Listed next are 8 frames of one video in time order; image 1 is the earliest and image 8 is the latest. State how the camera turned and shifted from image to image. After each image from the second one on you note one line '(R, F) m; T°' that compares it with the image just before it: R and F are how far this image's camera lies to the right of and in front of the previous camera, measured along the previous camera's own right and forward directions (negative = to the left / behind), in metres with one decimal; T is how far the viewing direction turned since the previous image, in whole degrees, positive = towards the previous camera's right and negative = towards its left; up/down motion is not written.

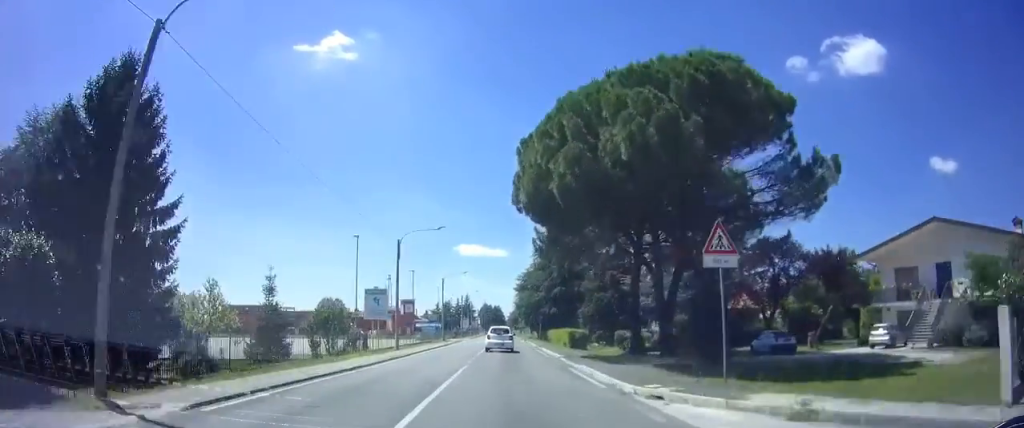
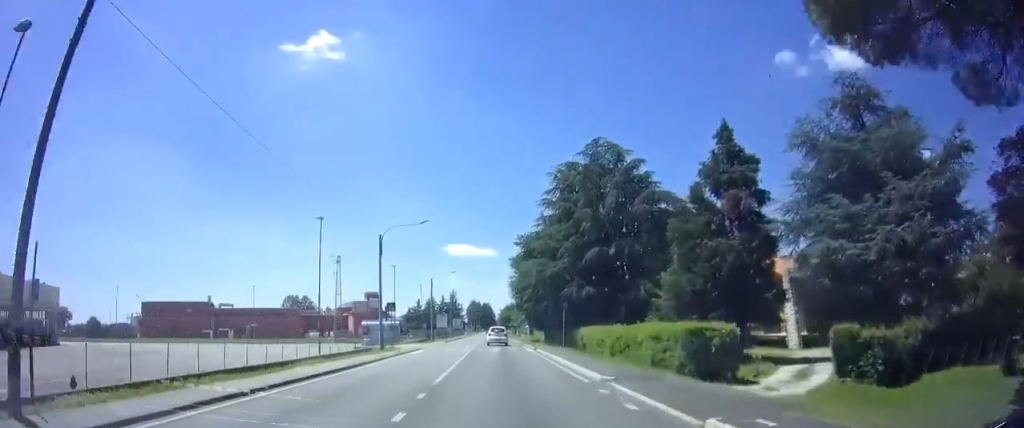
(+0.6, +29.7) m; +1°
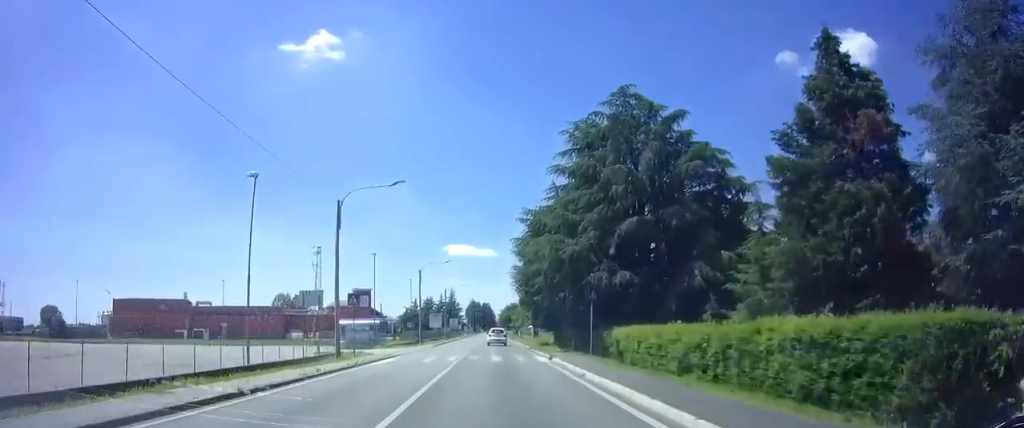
(-0.1, +9.3) m; 0°
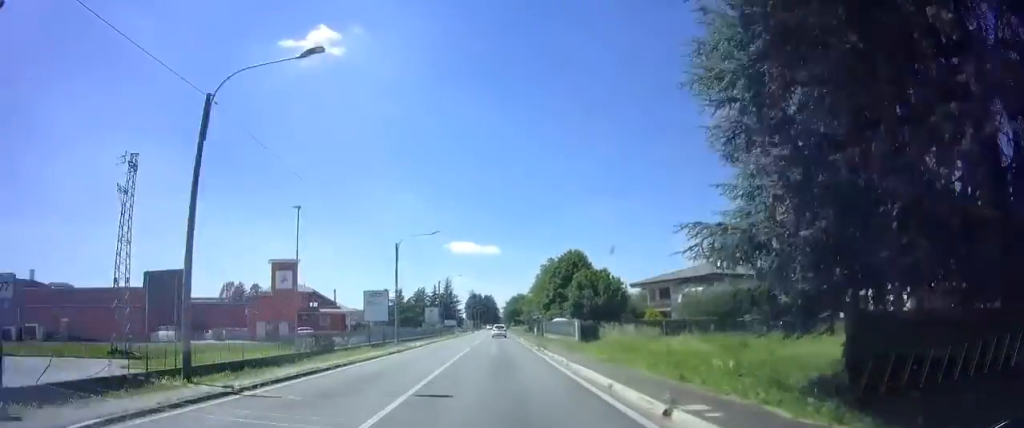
(-0.1, +40.5) m; 0°
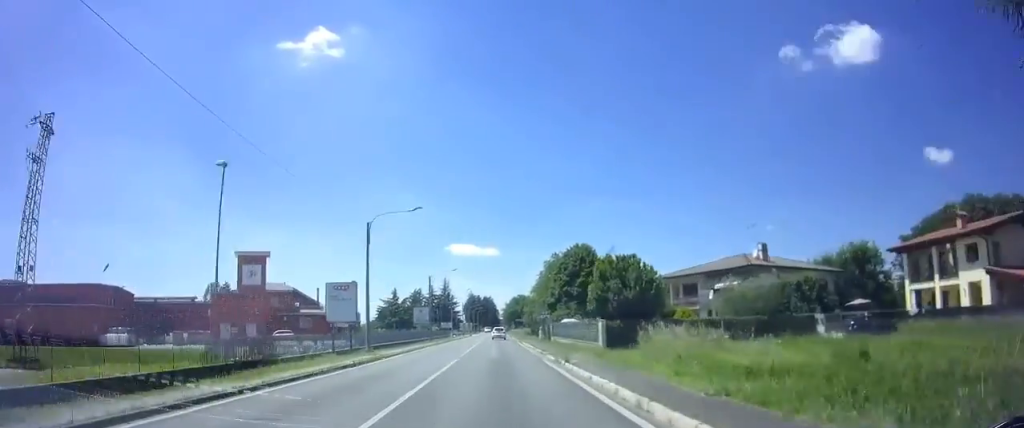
(-0.2, +8.6) m; 0°
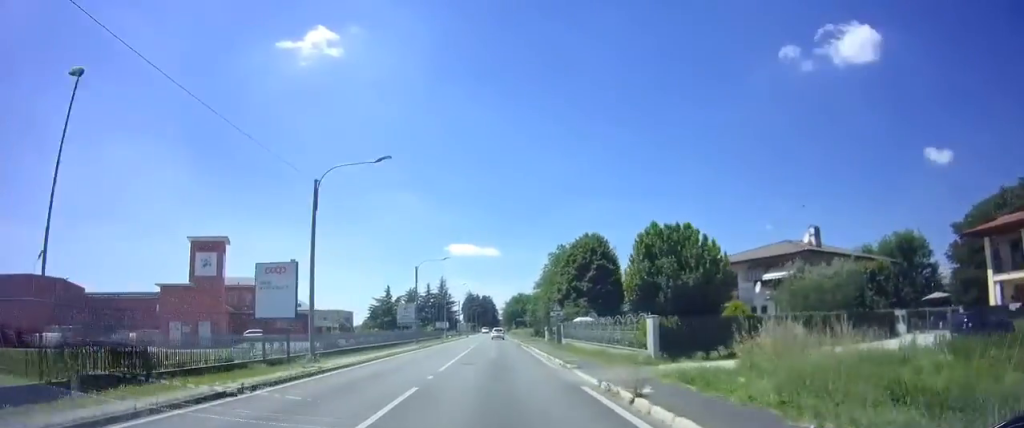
(+0.2, +9.1) m; 0°
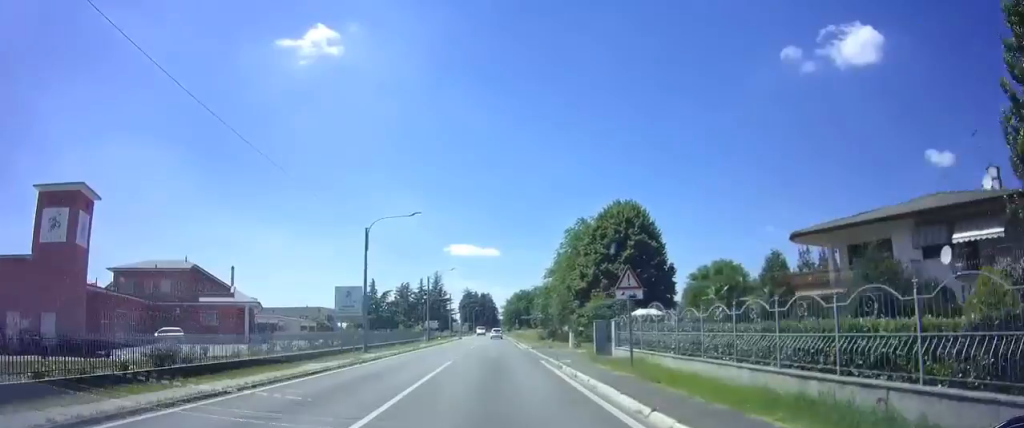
(0.0, +18.8) m; -1°
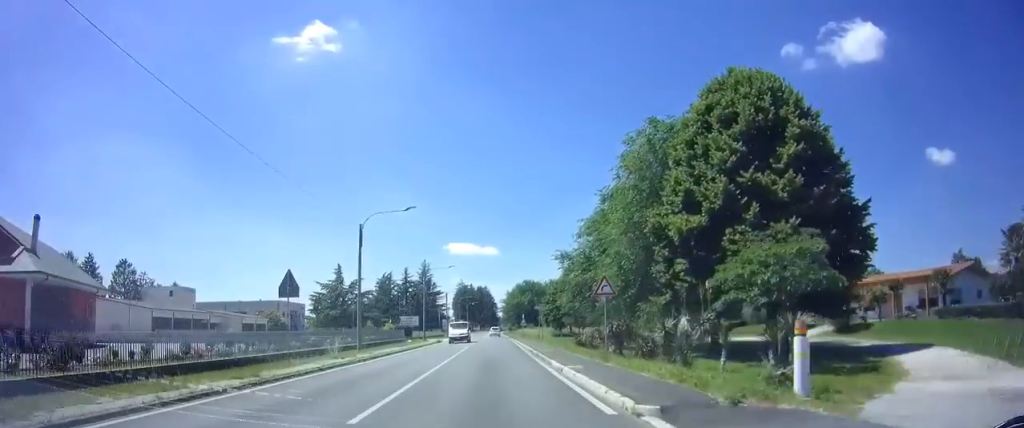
(-0.4, +29.1) m; -1°
